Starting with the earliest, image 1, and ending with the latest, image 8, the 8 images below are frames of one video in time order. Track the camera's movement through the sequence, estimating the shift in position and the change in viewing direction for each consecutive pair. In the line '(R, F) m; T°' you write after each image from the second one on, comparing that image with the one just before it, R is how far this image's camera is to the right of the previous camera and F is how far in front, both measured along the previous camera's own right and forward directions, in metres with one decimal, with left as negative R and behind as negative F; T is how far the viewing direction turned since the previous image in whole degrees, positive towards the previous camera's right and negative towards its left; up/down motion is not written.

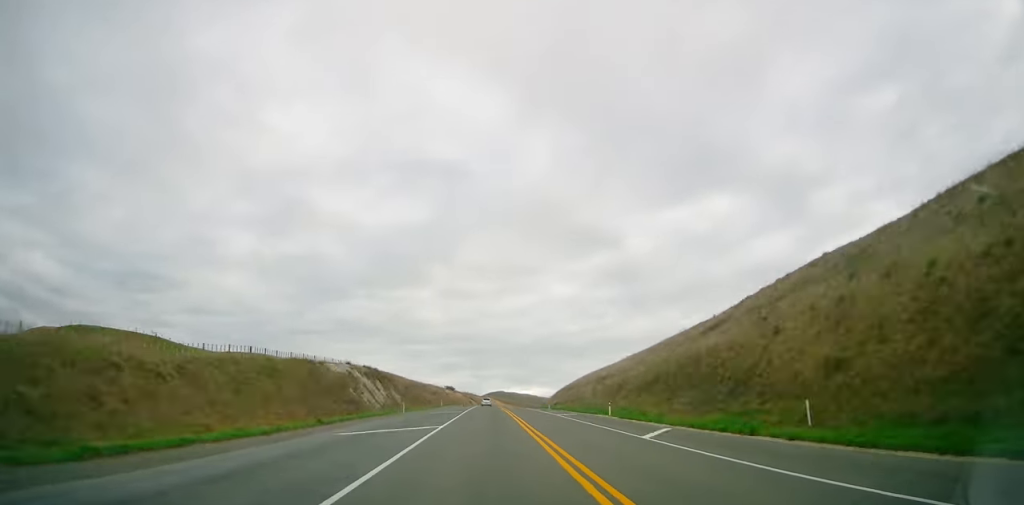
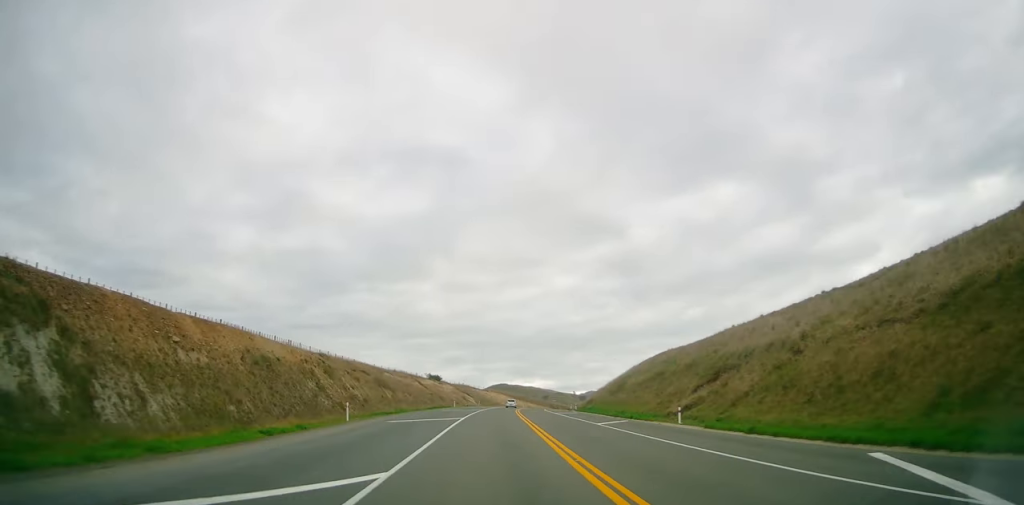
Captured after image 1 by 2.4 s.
(-0.4, +63.7) m; +3°
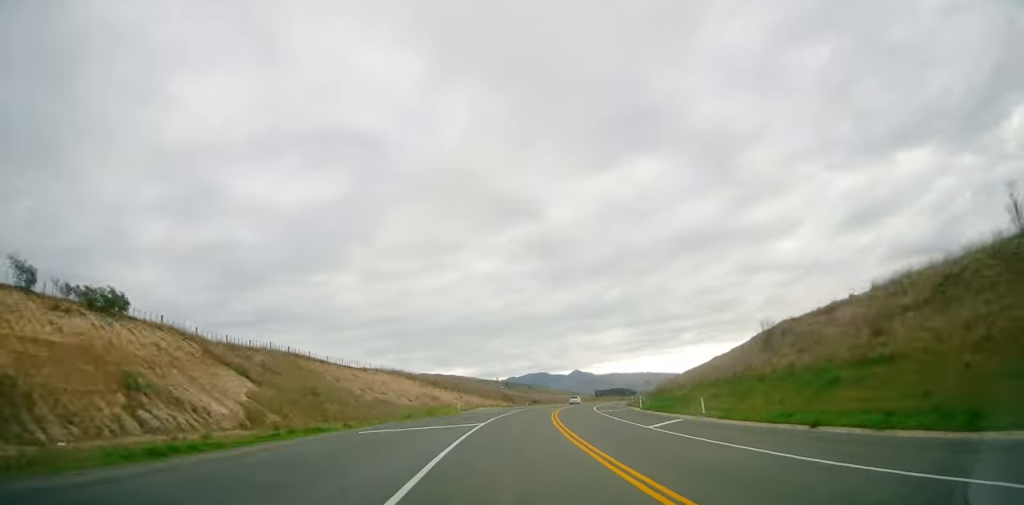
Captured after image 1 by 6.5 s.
(+6.6, +108.9) m; +11°
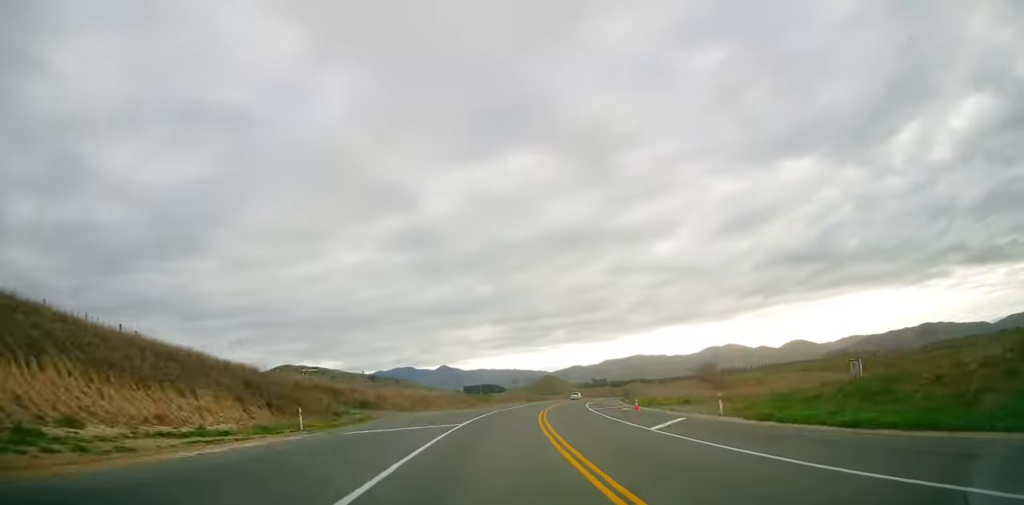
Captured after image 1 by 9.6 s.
(+8.4, +80.3) m; +13°
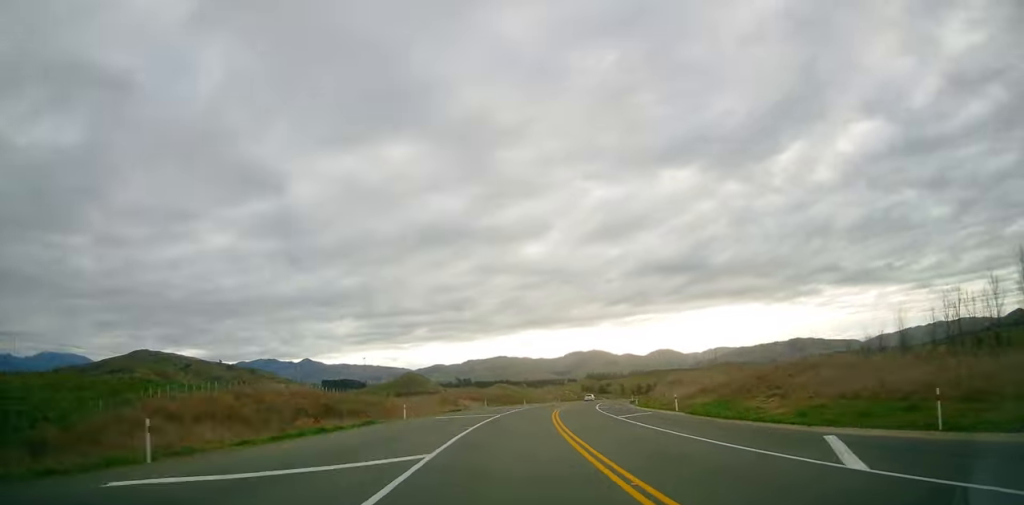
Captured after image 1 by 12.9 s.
(+10.7, +88.2) m; +15°
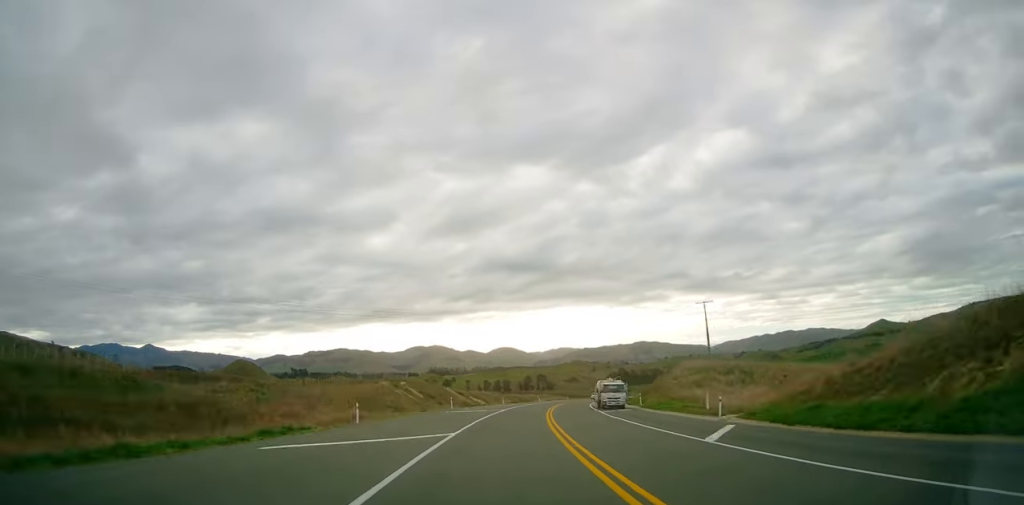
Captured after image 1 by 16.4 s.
(+11.2, +94.0) m; +15°
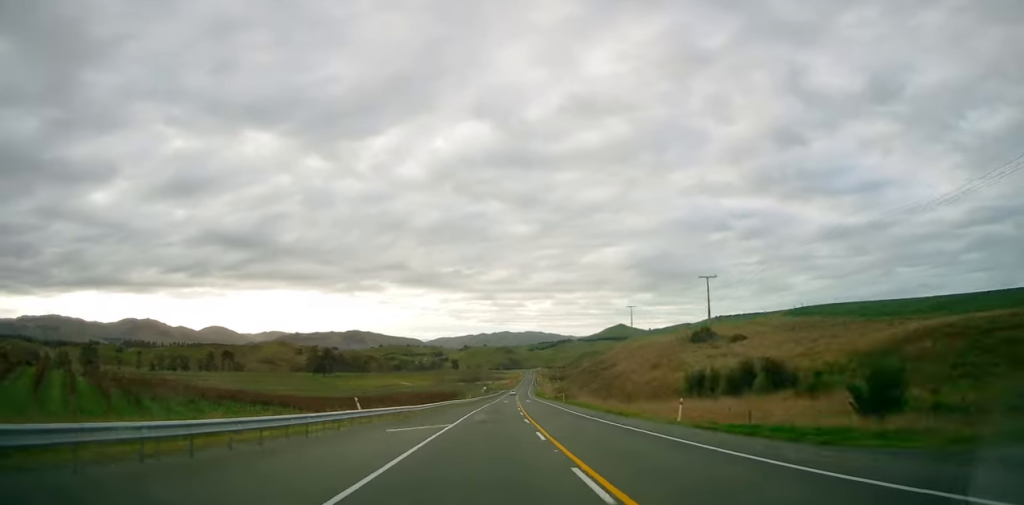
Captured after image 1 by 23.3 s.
(+47.5, +191.6) m; +21°
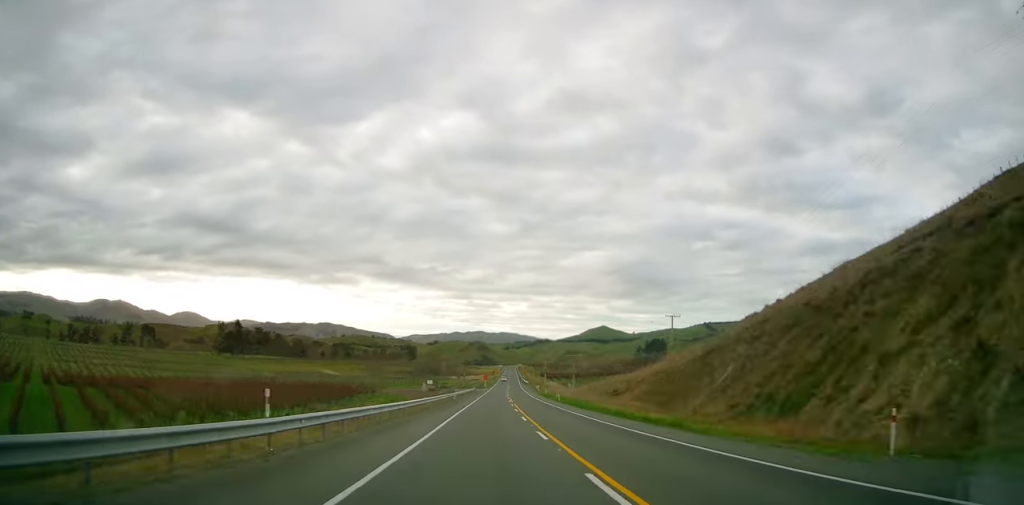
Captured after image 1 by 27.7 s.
(+5.0, +130.7) m; +4°
